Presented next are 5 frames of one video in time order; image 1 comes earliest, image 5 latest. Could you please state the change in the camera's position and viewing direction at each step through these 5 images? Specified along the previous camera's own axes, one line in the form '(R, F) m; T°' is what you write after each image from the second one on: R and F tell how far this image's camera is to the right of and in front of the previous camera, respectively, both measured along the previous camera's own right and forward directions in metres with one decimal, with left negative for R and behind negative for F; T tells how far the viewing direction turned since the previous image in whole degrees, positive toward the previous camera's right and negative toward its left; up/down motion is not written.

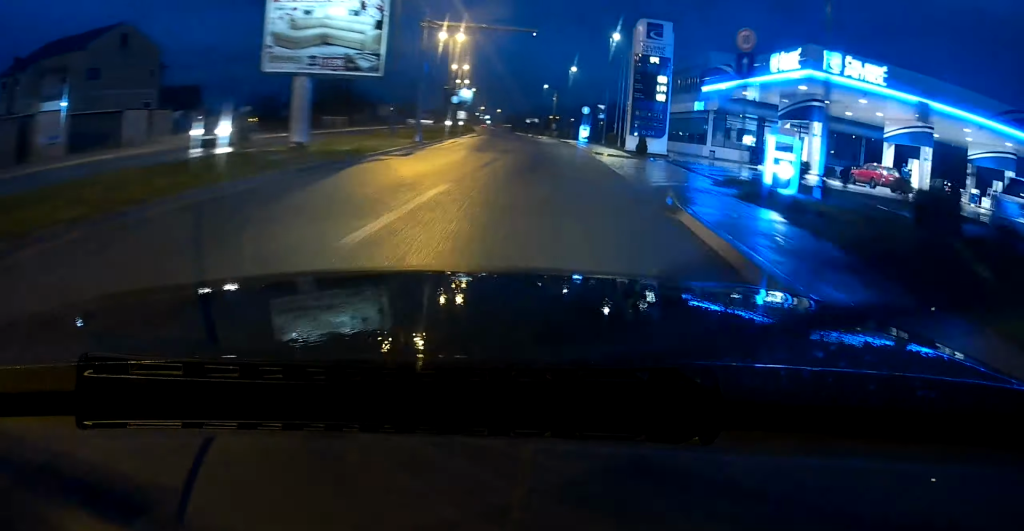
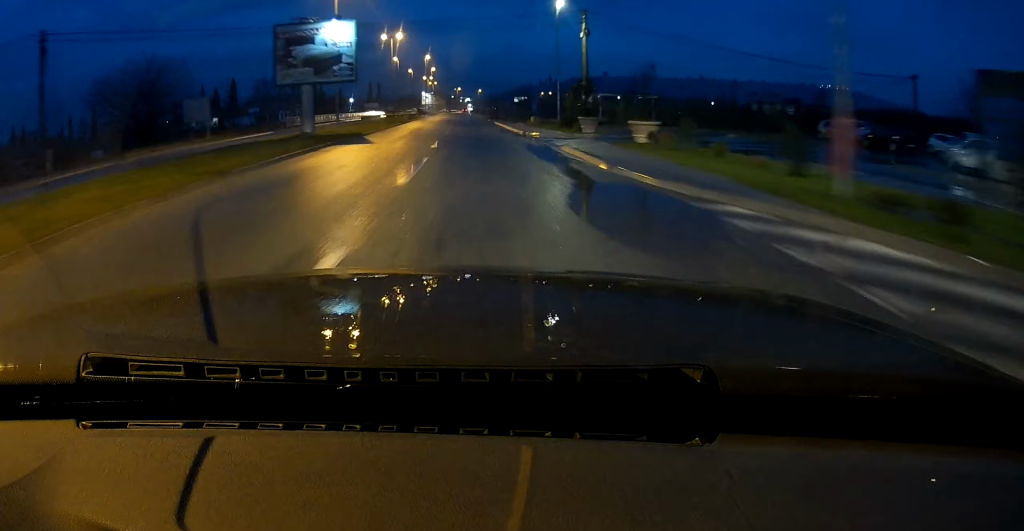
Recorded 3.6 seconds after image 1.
(+2.0, +67.5) m; 0°
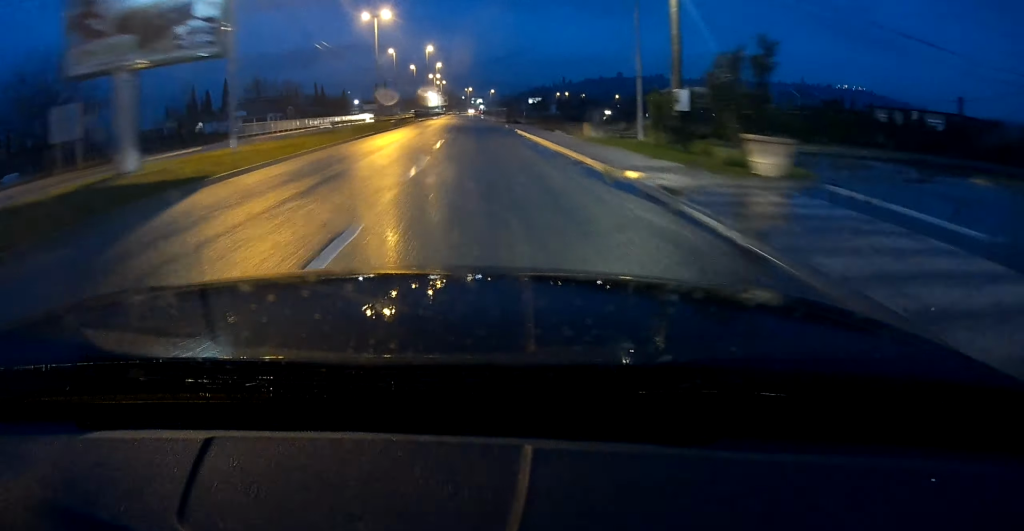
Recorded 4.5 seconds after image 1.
(-0.3, +19.6) m; -1°
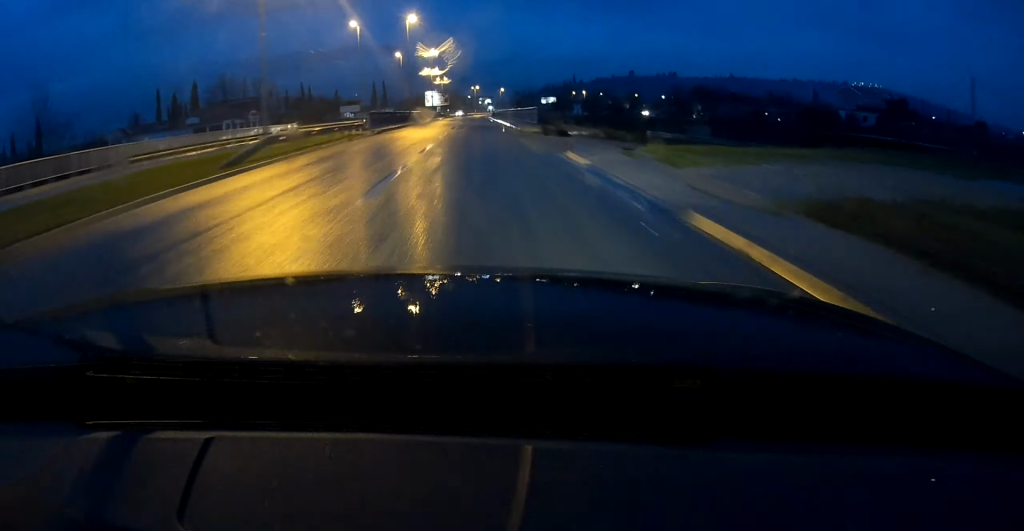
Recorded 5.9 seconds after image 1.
(-0.2, +33.2) m; -1°
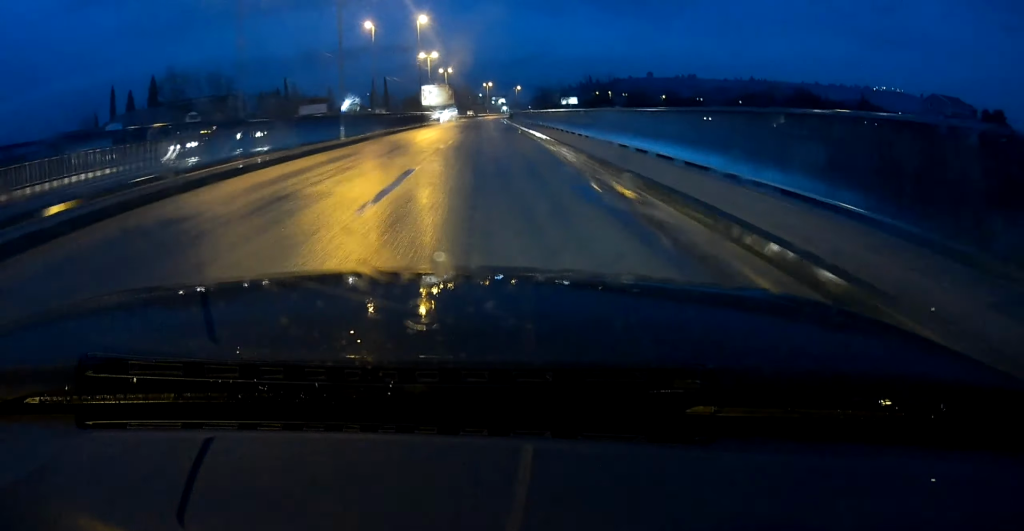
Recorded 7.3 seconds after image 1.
(-0.1, +34.4) m; 0°
